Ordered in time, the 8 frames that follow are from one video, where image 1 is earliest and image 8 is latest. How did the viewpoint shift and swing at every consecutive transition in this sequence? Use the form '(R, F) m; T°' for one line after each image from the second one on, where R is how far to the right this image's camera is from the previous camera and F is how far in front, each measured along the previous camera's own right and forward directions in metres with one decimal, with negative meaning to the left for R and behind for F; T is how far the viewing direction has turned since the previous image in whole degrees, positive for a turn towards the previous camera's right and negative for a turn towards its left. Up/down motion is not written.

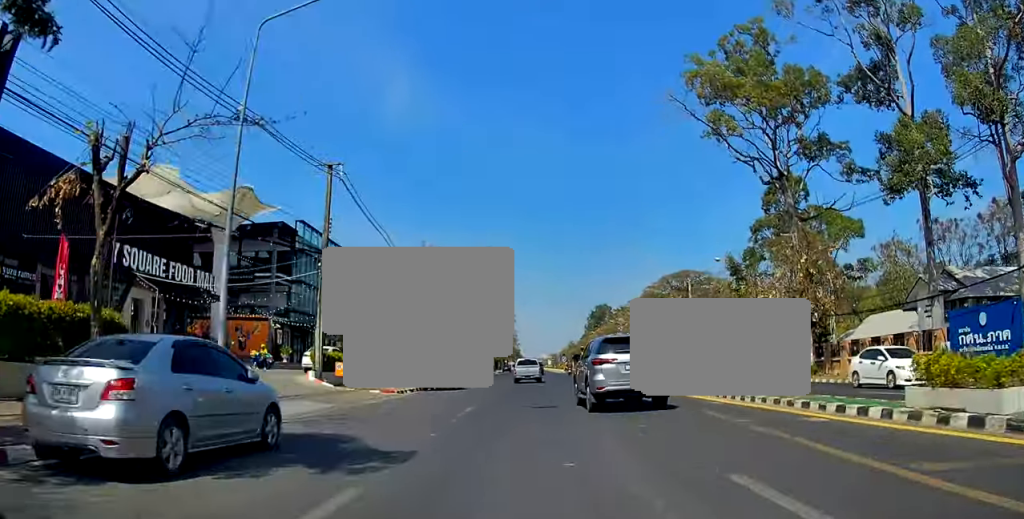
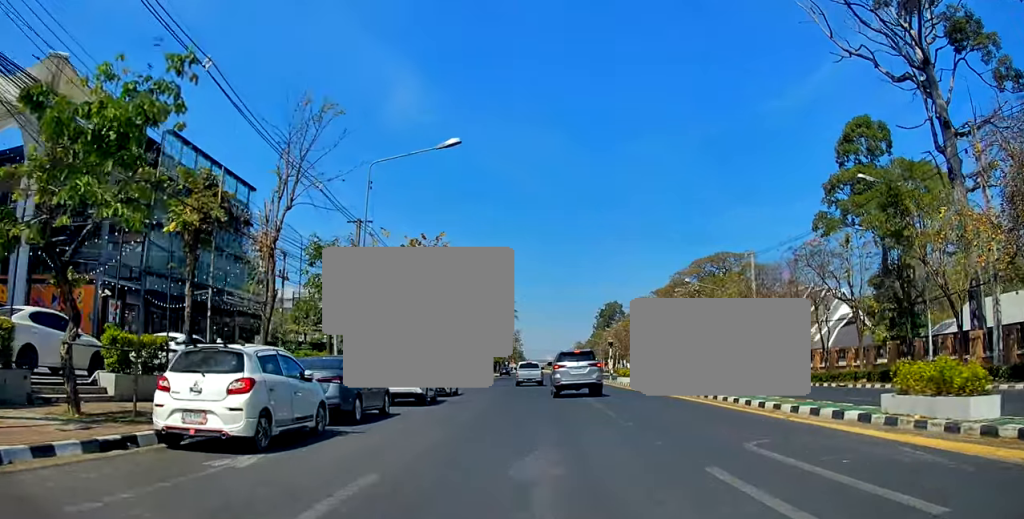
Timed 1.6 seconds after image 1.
(-0.5, +23.8) m; -1°
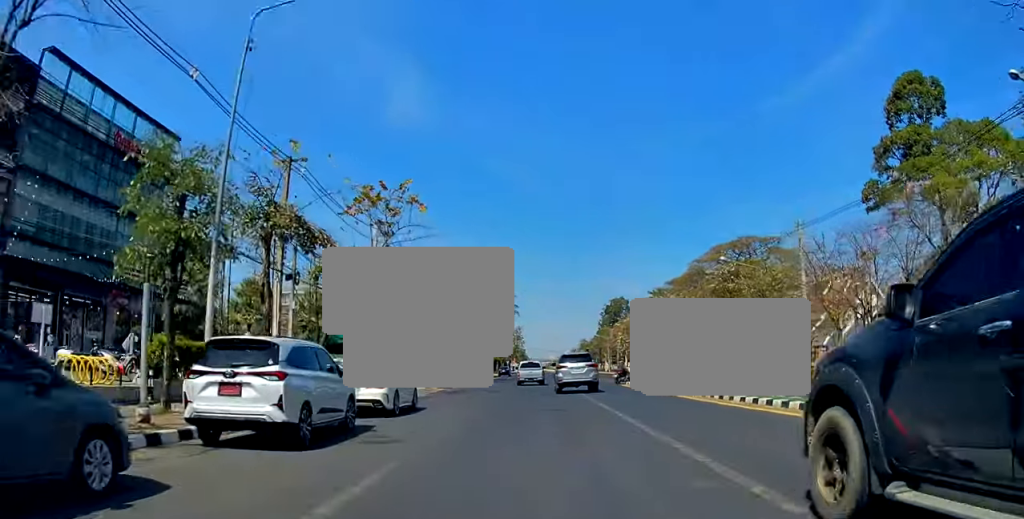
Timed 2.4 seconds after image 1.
(+0.3, +11.6) m; +1°
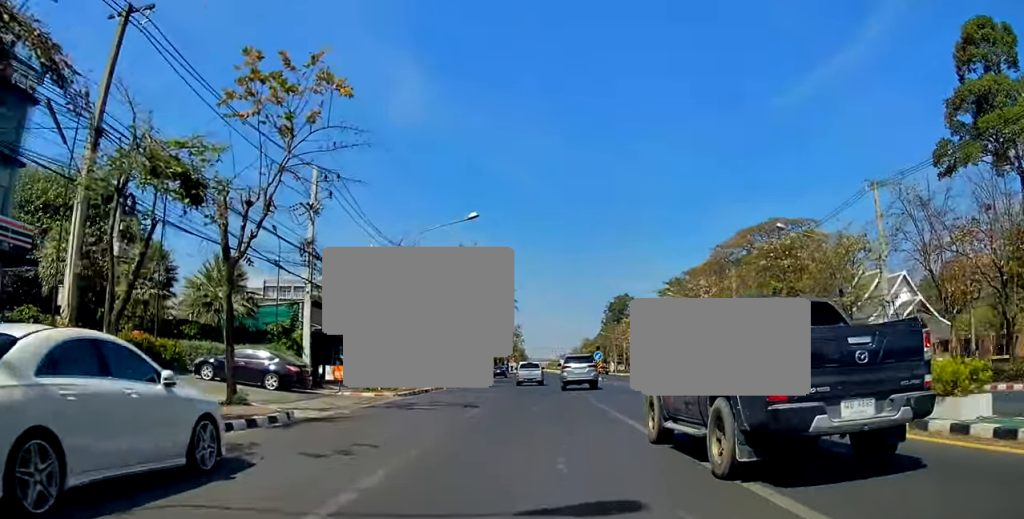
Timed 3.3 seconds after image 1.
(0.0, +12.8) m; -2°
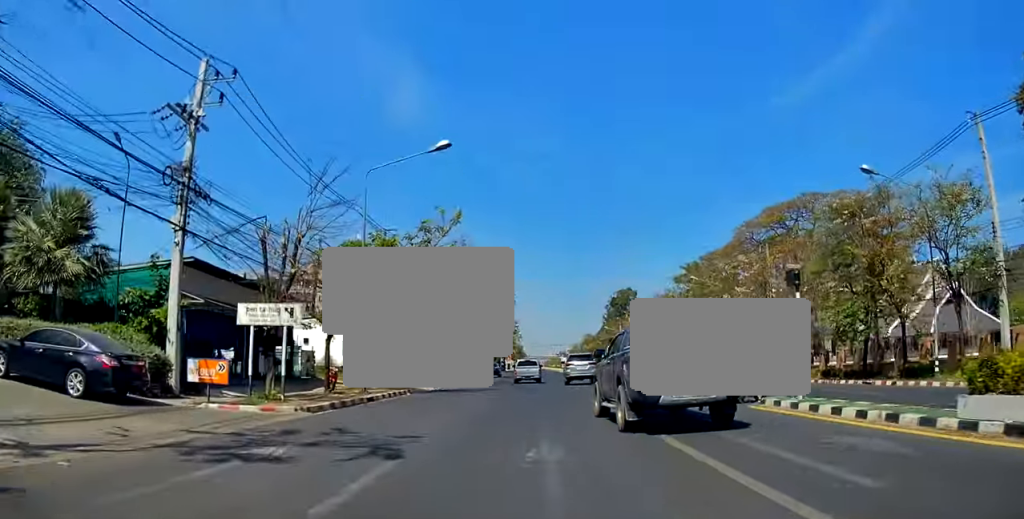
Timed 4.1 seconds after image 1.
(-0.3, +11.2) m; 0°
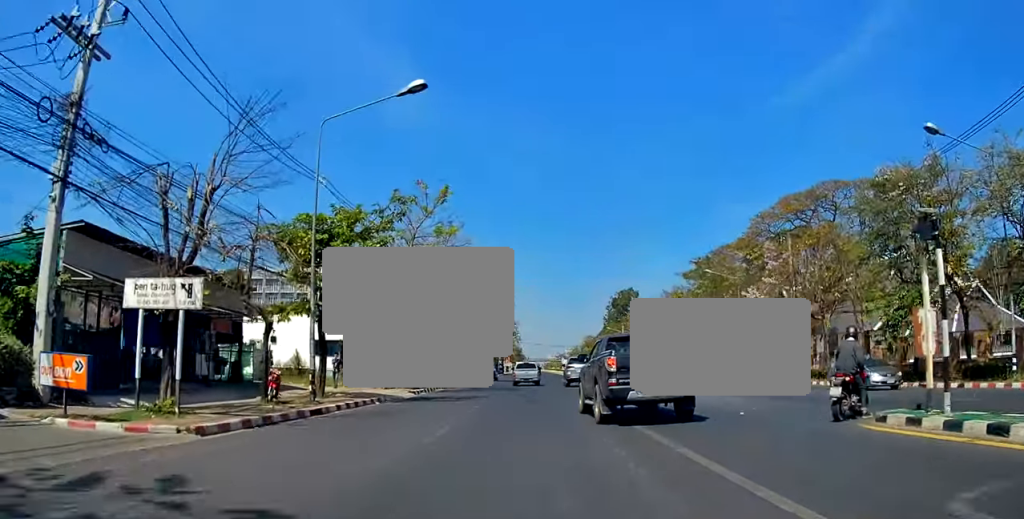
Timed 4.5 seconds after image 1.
(-0.2, +6.1) m; 0°
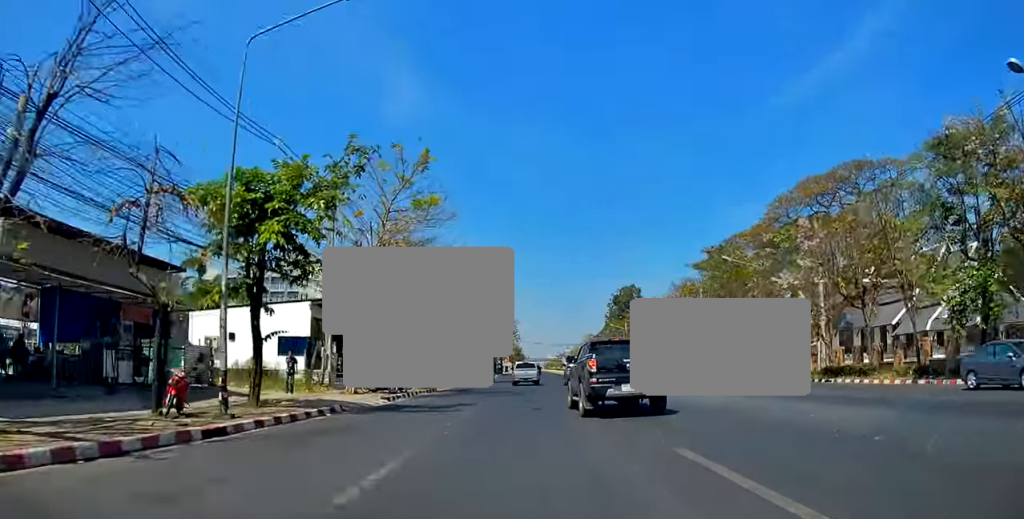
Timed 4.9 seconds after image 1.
(+0.2, +6.0) m; +1°
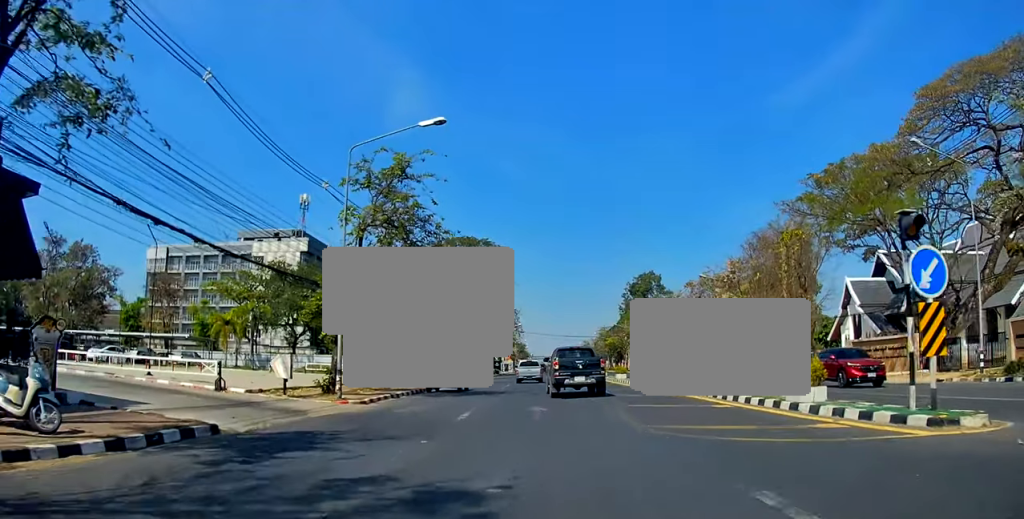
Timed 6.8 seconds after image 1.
(+0.1, +27.1) m; -2°
